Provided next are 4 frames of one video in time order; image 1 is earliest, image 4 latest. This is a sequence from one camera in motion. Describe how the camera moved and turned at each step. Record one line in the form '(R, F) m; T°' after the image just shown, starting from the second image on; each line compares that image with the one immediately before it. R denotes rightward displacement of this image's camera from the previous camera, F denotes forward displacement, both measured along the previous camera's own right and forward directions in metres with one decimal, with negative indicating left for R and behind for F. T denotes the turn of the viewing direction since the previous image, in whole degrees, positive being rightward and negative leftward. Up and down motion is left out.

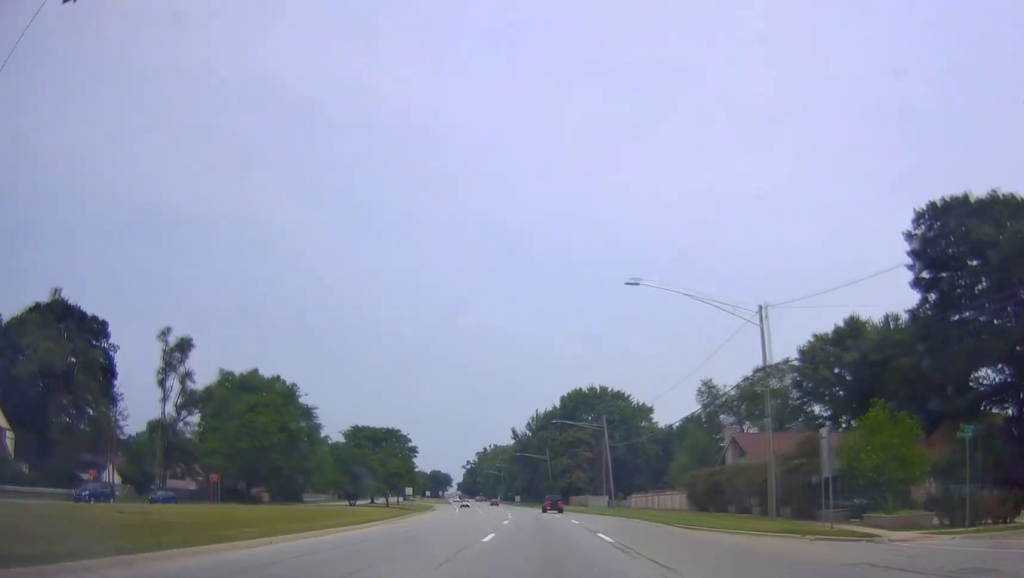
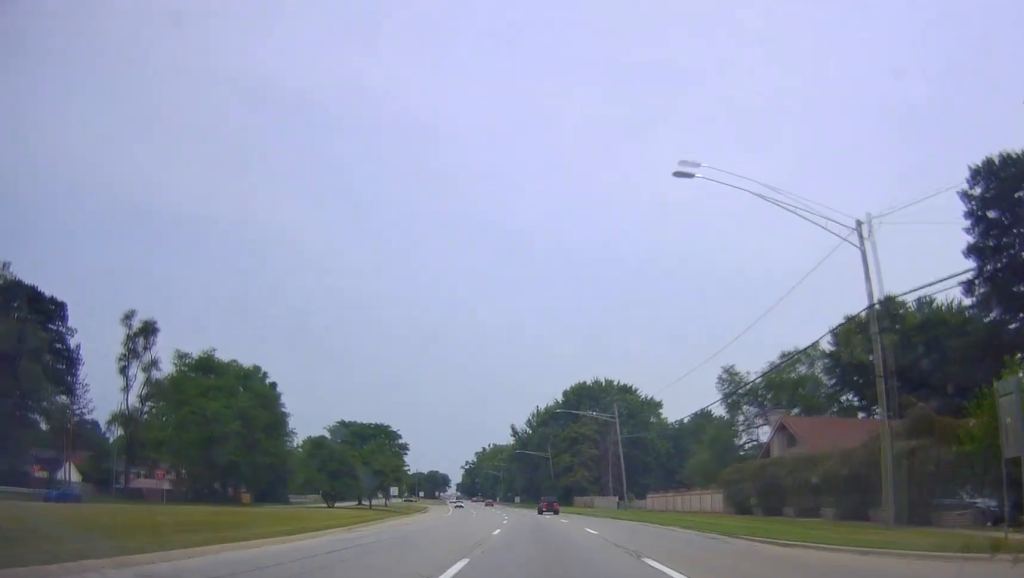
(+0.2, +9.6) m; 0°
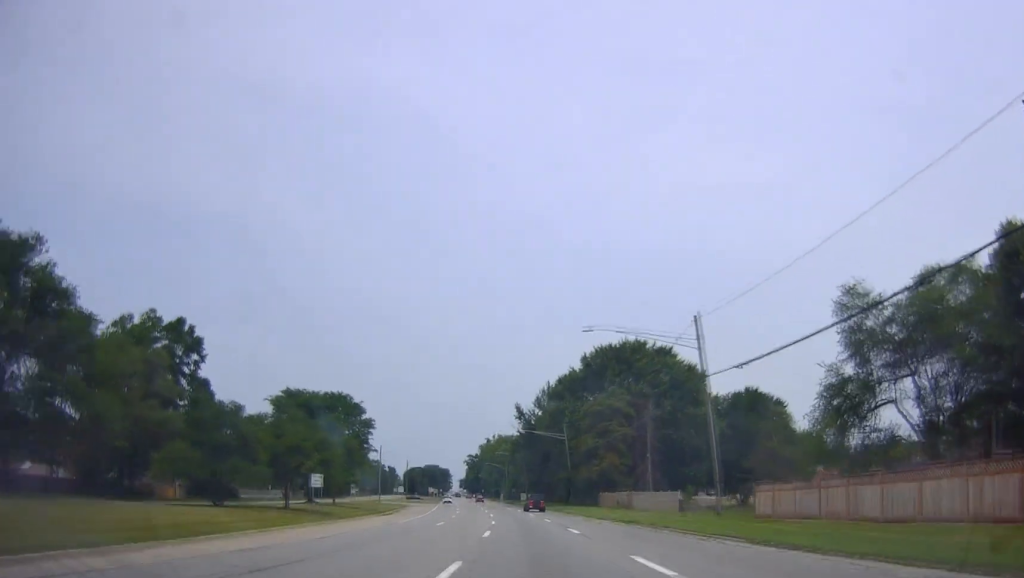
(-1.1, +30.7) m; -2°
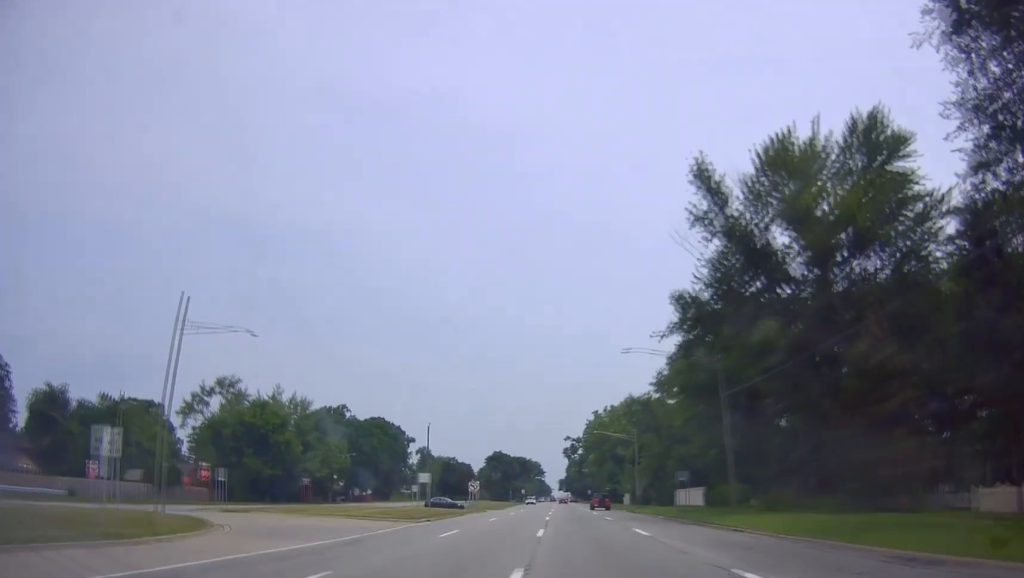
(-3.5, +95.0) m; -6°
